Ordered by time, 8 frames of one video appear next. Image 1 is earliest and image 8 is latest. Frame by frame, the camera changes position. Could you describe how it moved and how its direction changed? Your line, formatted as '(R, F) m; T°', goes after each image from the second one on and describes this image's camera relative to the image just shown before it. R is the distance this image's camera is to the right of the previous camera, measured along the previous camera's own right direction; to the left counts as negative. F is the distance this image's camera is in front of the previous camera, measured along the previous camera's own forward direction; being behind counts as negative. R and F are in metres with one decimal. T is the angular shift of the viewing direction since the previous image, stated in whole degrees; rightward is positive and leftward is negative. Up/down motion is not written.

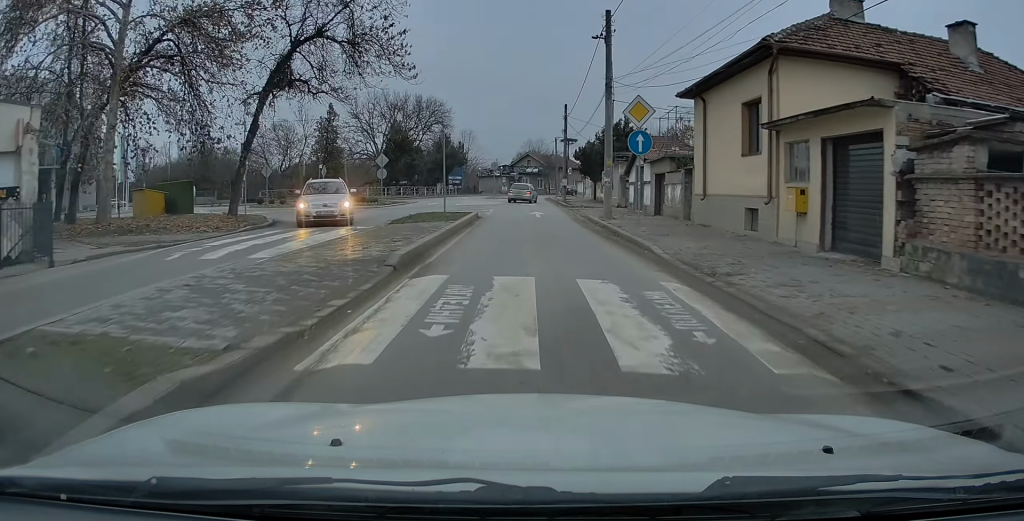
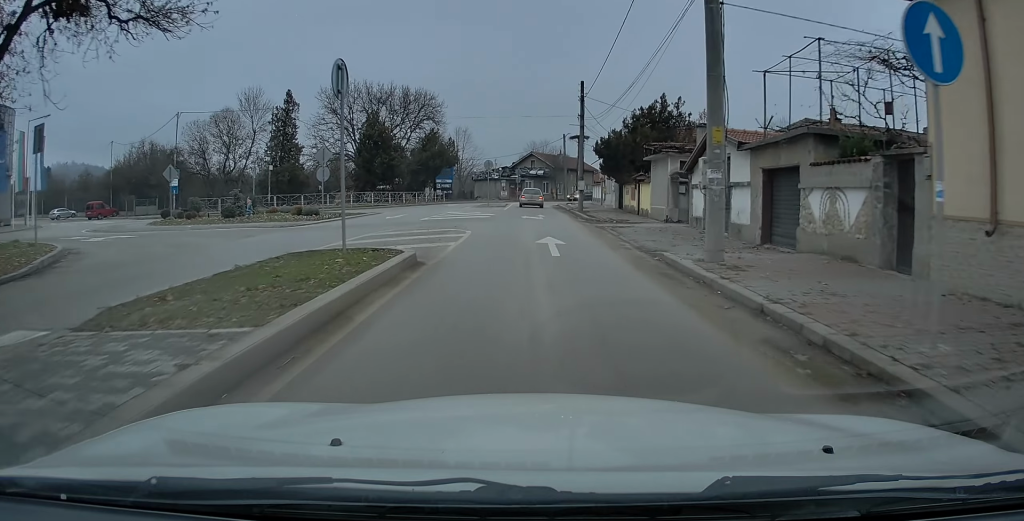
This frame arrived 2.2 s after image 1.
(+0.1, +13.3) m; 0°
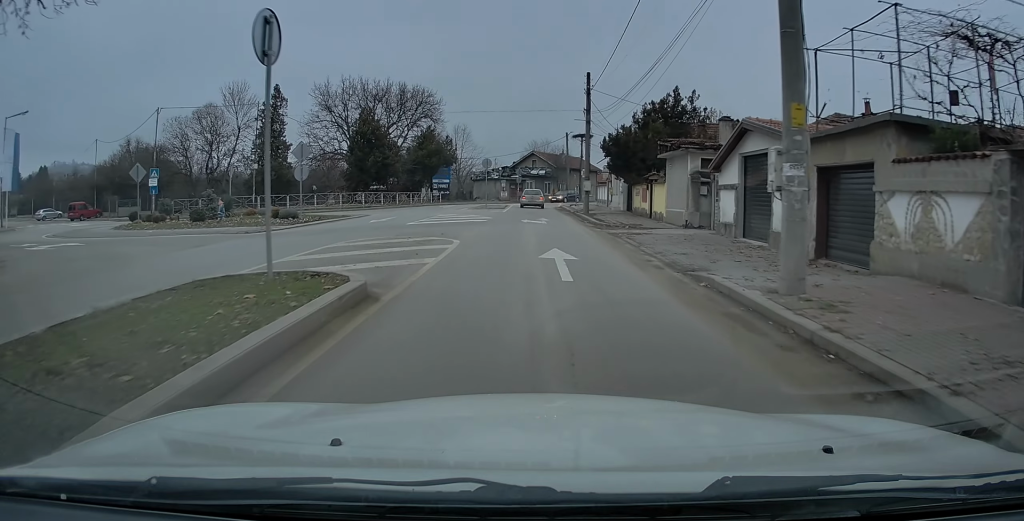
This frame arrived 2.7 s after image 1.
(0.0, +3.1) m; -1°
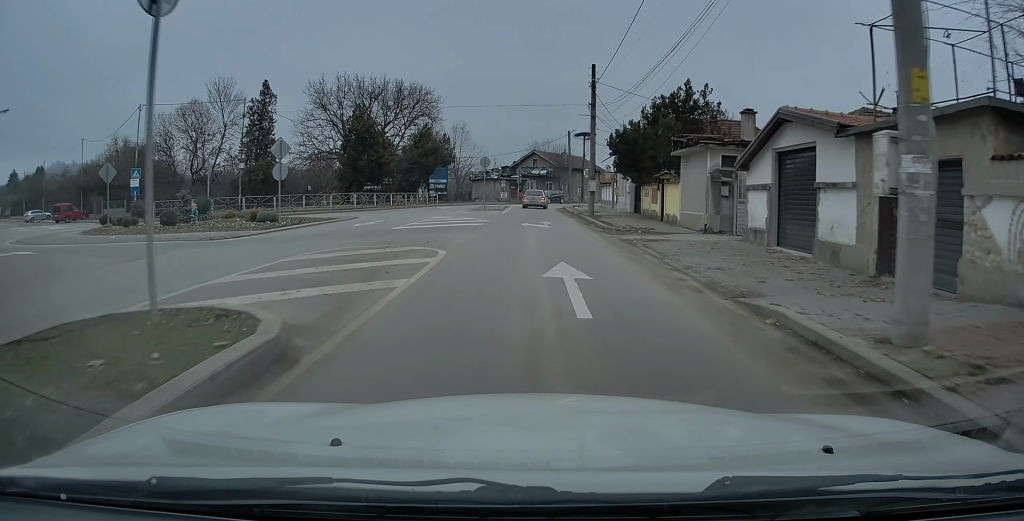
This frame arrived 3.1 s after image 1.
(+0.1, +2.5) m; 0°
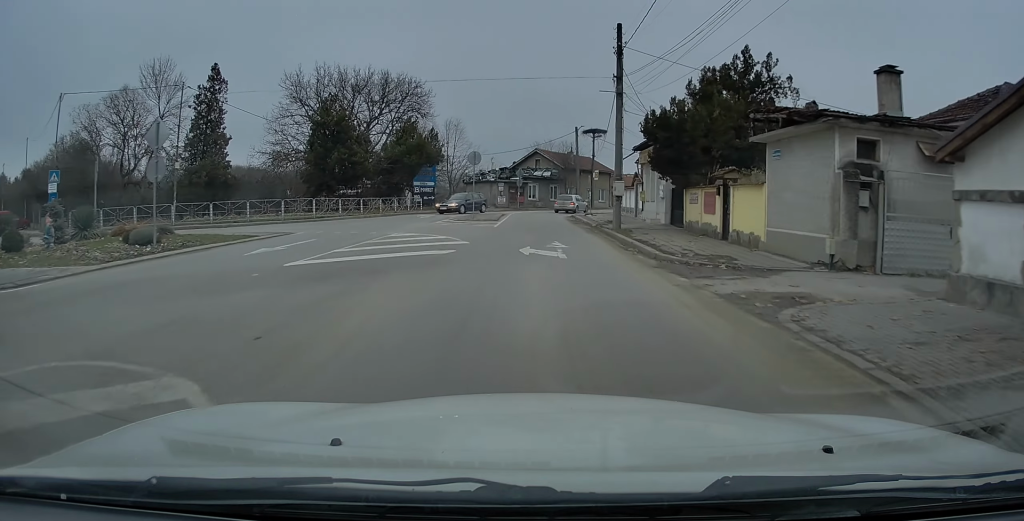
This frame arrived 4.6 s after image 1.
(-0.2, +9.4) m; 0°
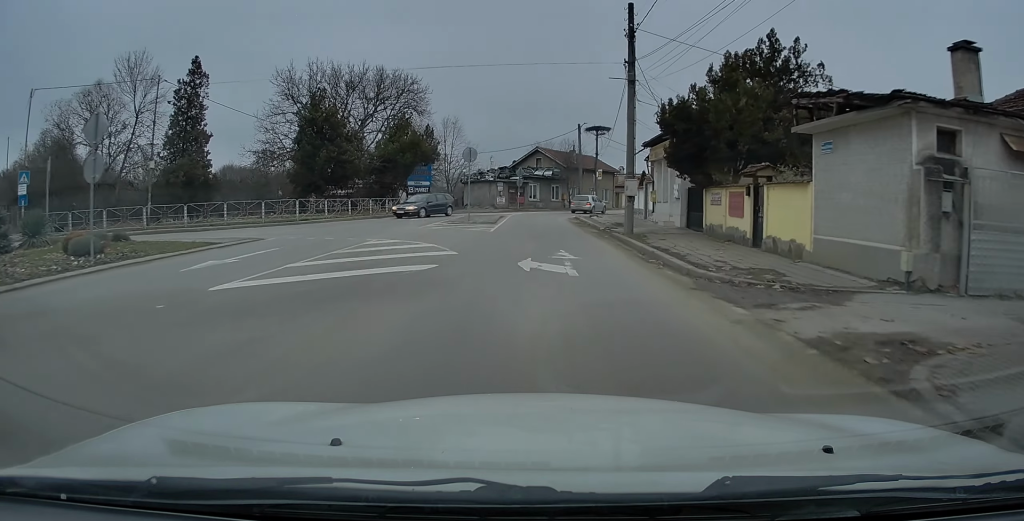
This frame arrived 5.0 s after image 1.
(0.0, +2.7) m; 0°
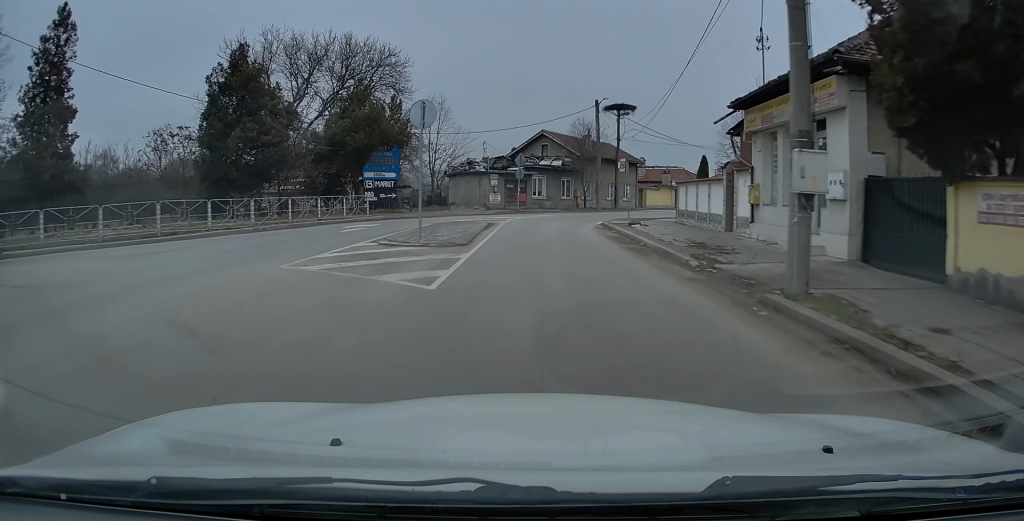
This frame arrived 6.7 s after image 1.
(-0.2, +13.9) m; -1°
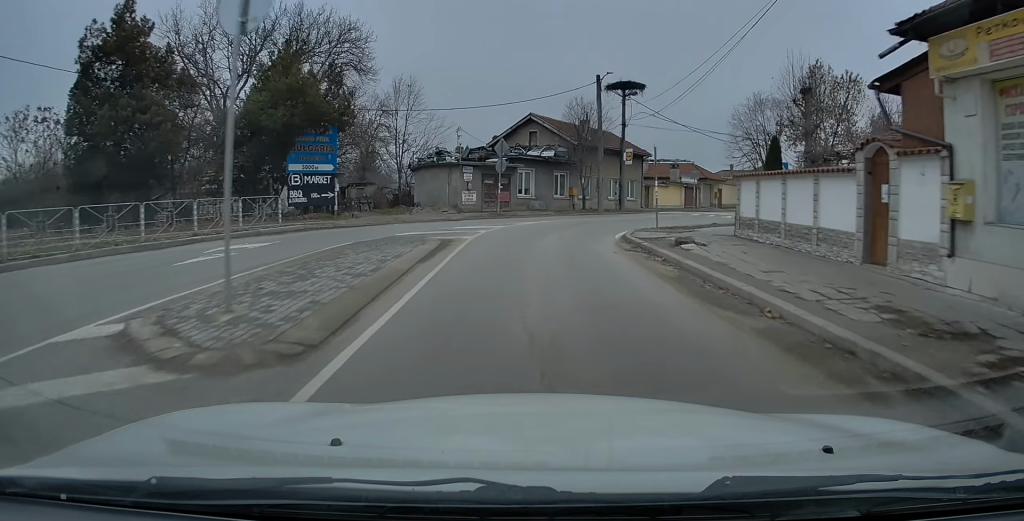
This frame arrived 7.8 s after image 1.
(+0.1, +9.7) m; +2°
